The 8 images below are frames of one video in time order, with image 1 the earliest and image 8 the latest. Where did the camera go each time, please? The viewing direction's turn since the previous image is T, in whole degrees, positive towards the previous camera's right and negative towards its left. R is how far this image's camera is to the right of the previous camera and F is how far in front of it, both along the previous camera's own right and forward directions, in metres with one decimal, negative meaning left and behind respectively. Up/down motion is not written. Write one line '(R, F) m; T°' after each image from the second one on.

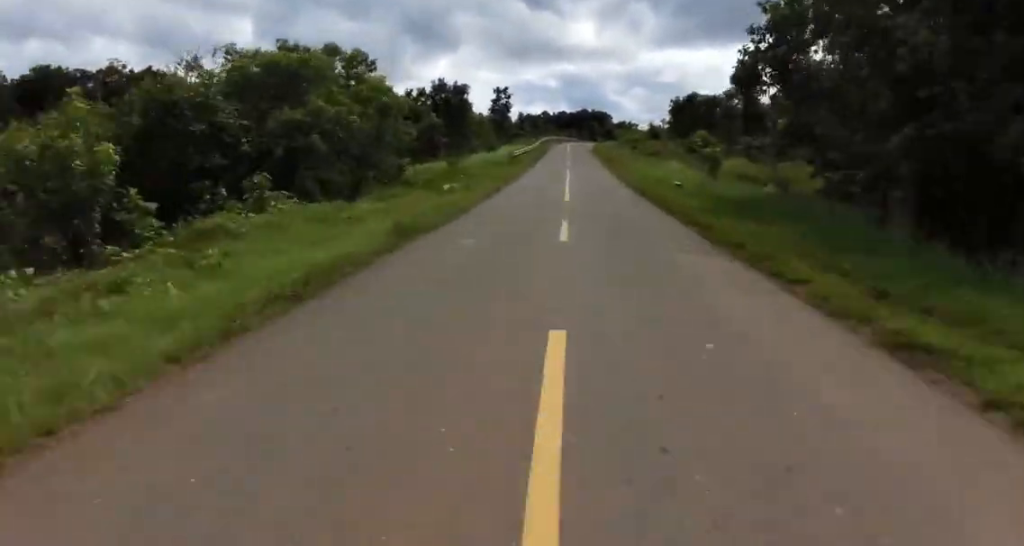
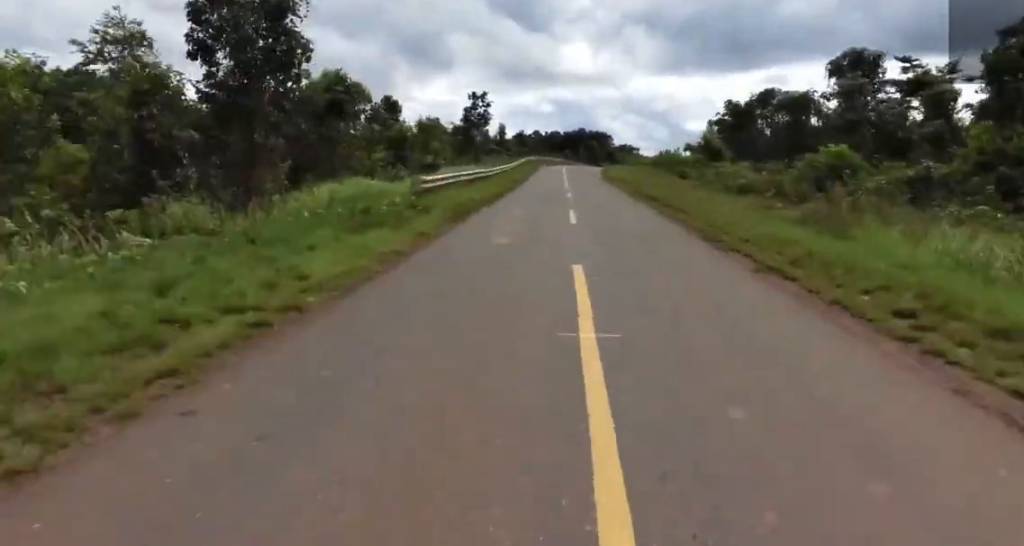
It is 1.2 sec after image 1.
(+0.7, +27.2) m; +1°
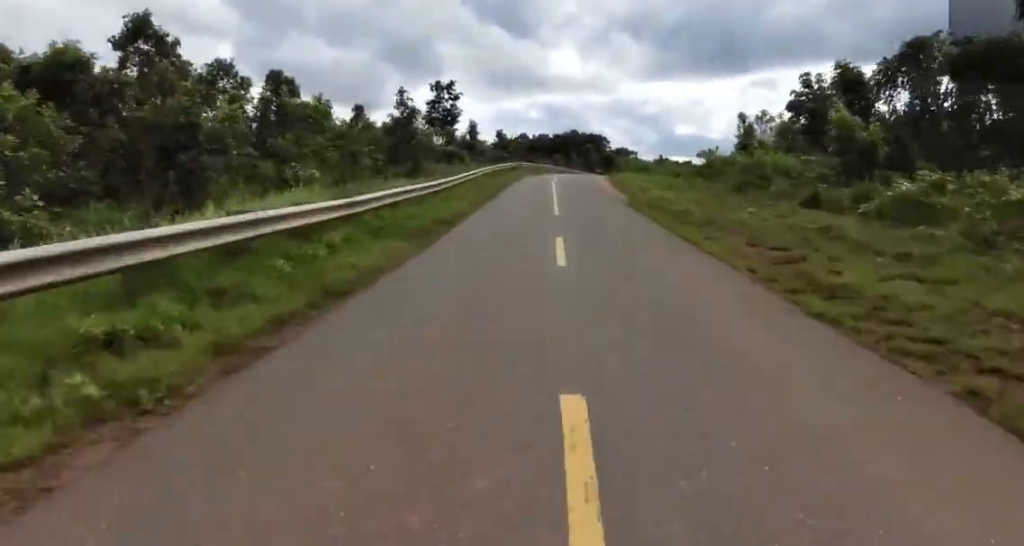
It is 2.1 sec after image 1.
(0.0, +20.0) m; +1°
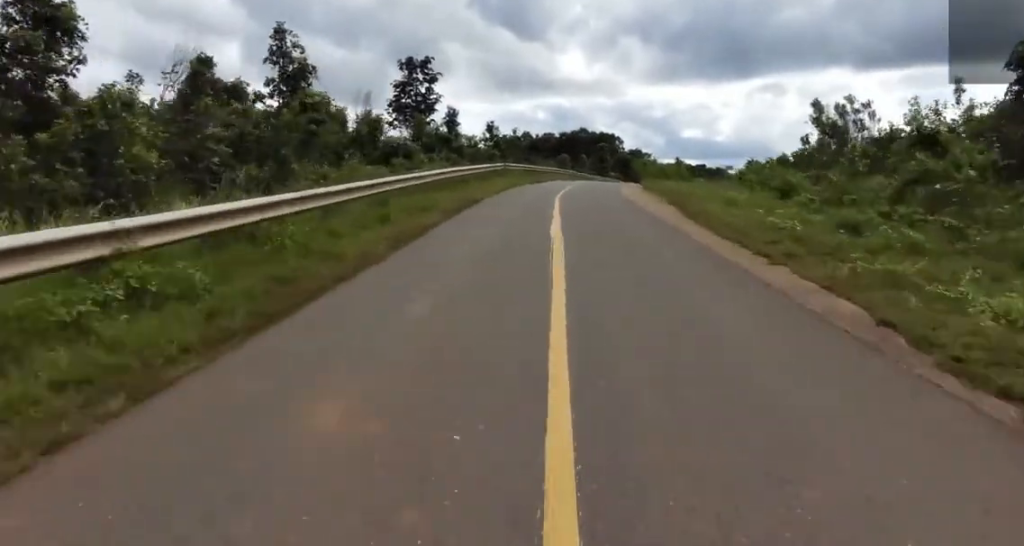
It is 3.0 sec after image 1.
(+0.2, +16.8) m; +2°
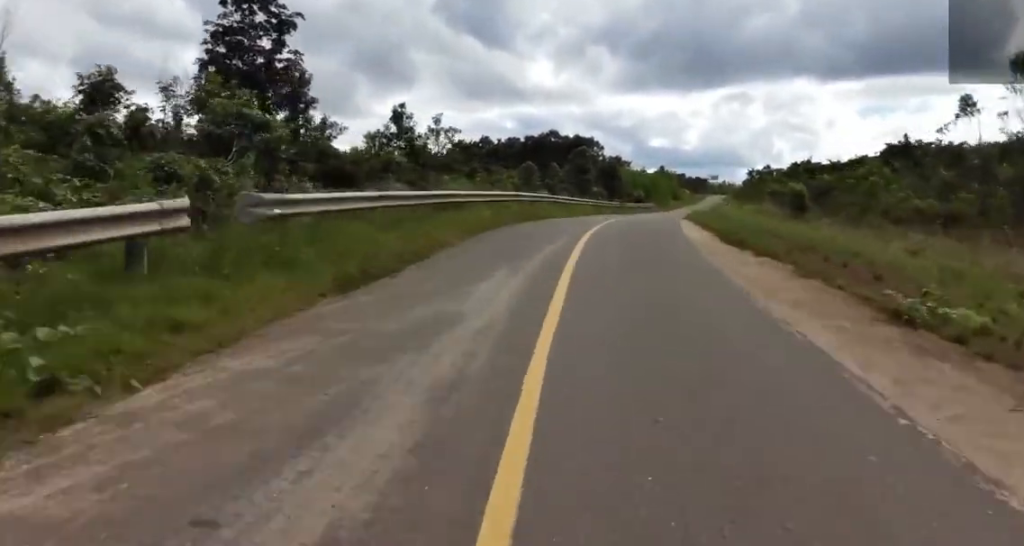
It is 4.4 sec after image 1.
(+1.0, +25.6) m; +3°
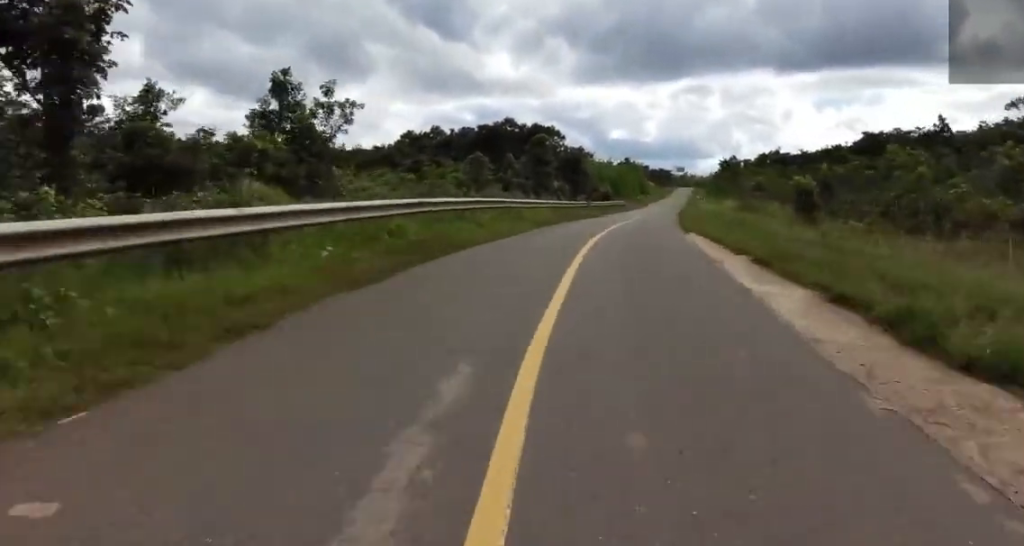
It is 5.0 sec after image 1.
(0.0, +9.4) m; +3°
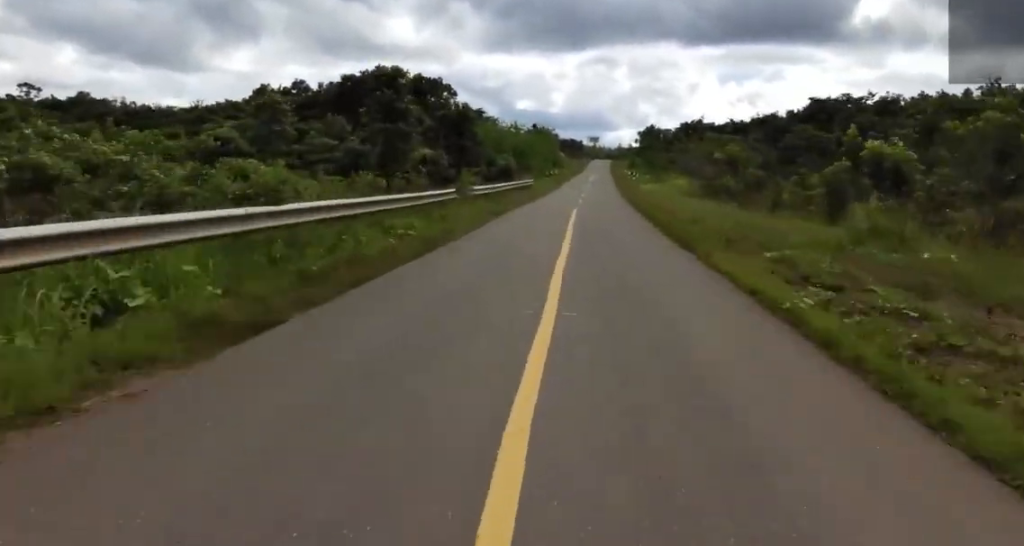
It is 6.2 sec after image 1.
(+2.2, +21.7) m; +9°
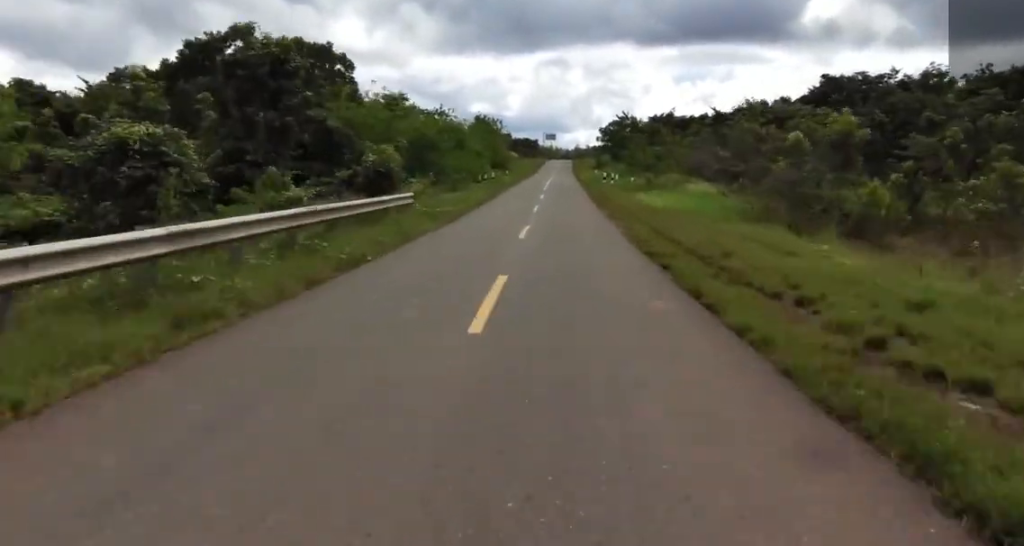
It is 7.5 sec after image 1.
(+0.1, +24.1) m; -2°
